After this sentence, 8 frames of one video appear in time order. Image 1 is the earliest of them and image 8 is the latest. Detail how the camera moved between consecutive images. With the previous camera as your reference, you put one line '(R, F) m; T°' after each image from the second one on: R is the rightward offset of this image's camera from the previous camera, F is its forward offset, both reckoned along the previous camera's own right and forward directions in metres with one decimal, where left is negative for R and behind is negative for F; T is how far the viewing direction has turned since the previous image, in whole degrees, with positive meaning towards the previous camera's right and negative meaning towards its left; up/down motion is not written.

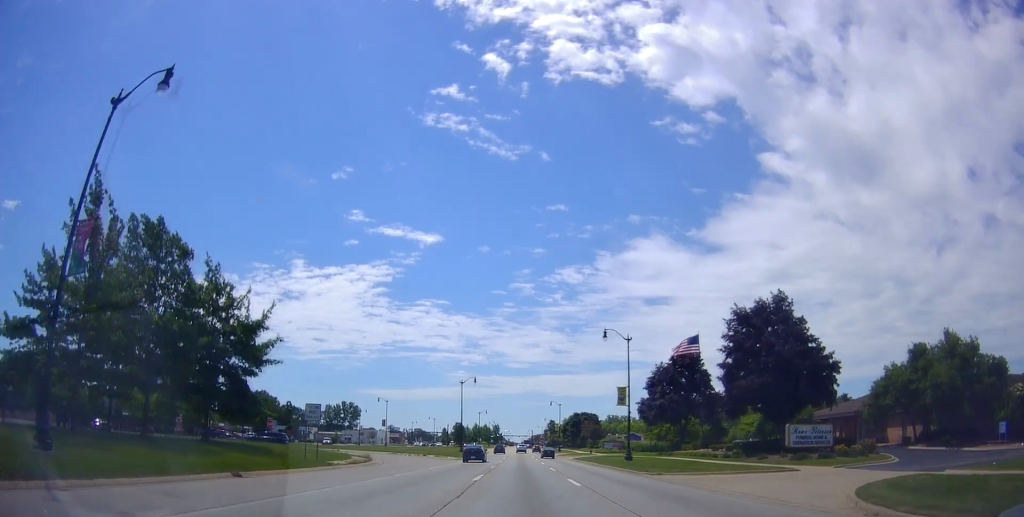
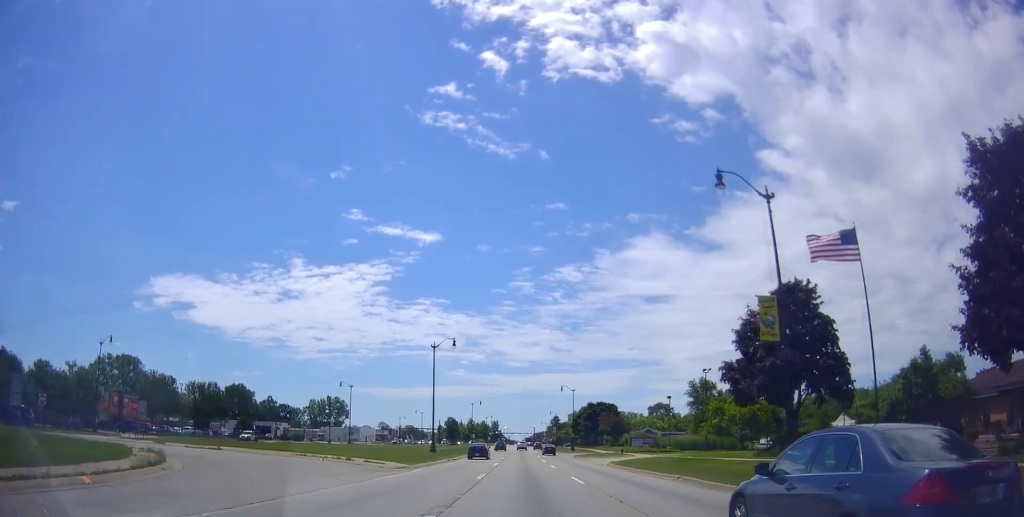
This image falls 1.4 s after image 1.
(-0.1, +29.0) m; -1°
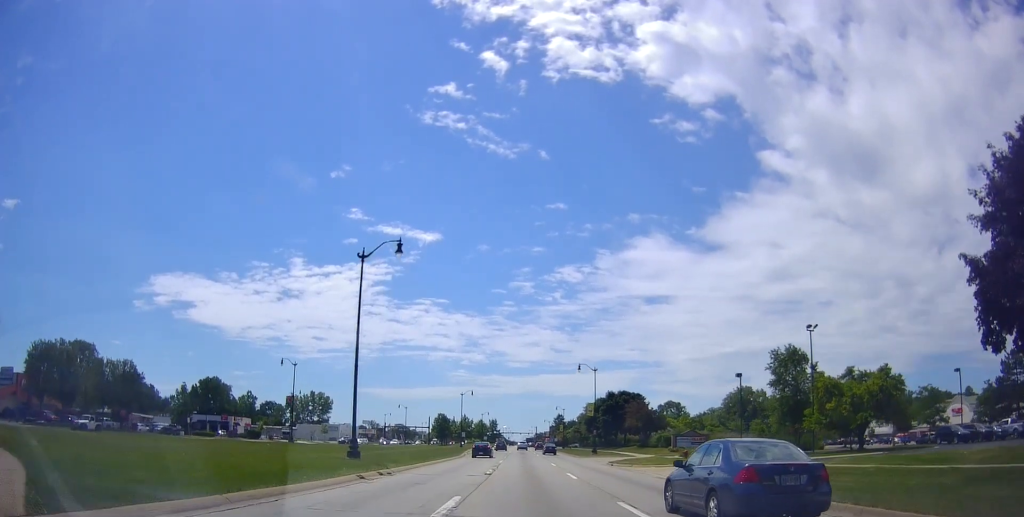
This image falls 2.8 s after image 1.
(0.0, +27.0) m; 0°
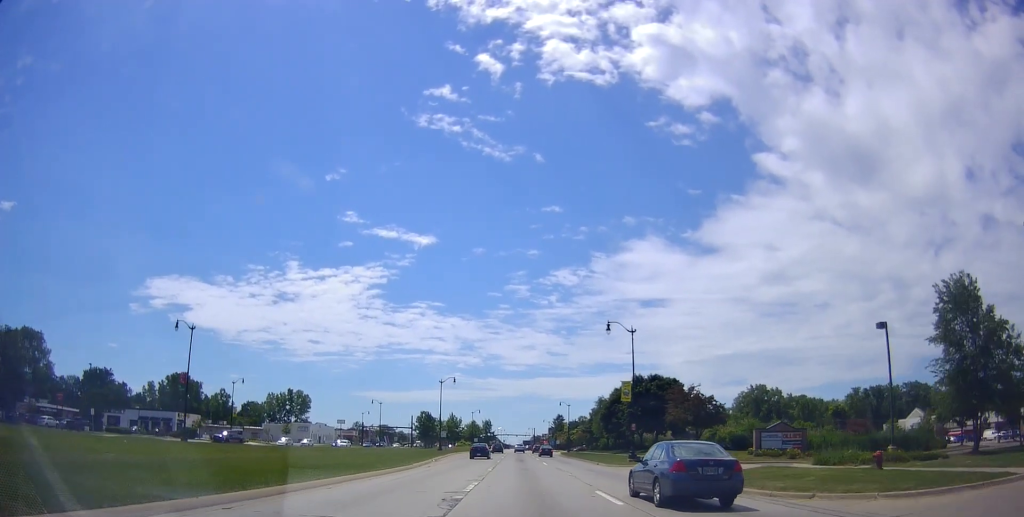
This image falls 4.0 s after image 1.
(-0.5, +25.8) m; 0°
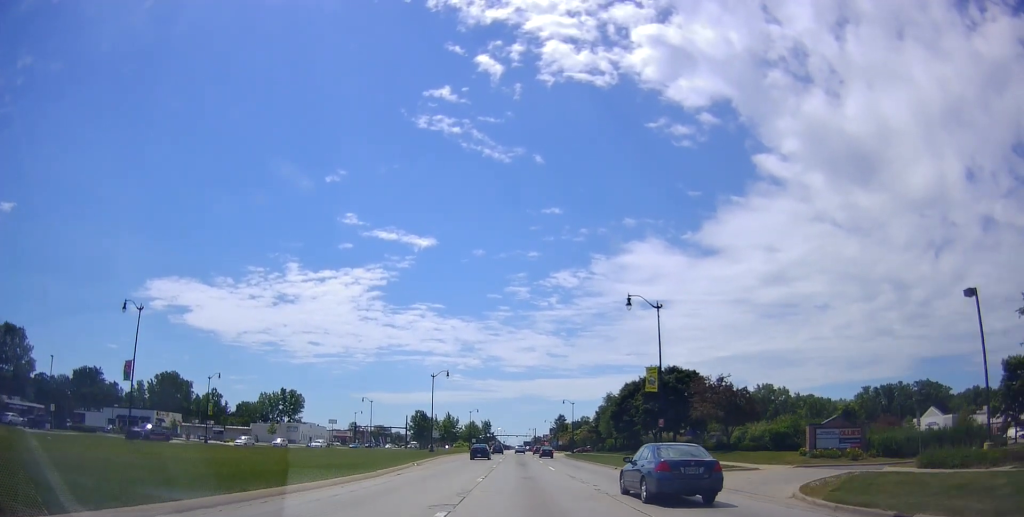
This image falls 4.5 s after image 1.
(+0.3, +8.9) m; 0°
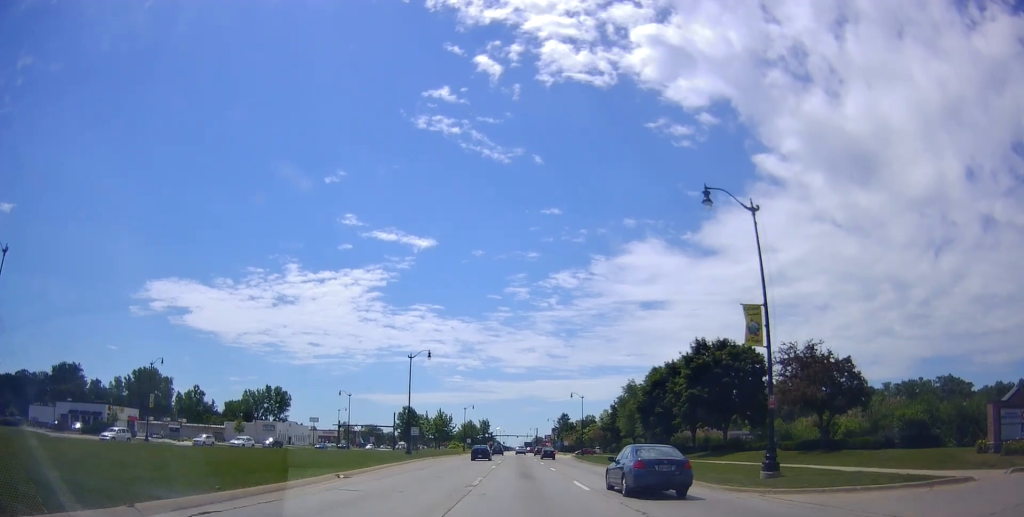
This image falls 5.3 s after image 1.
(+0.3, +17.2) m; +1°
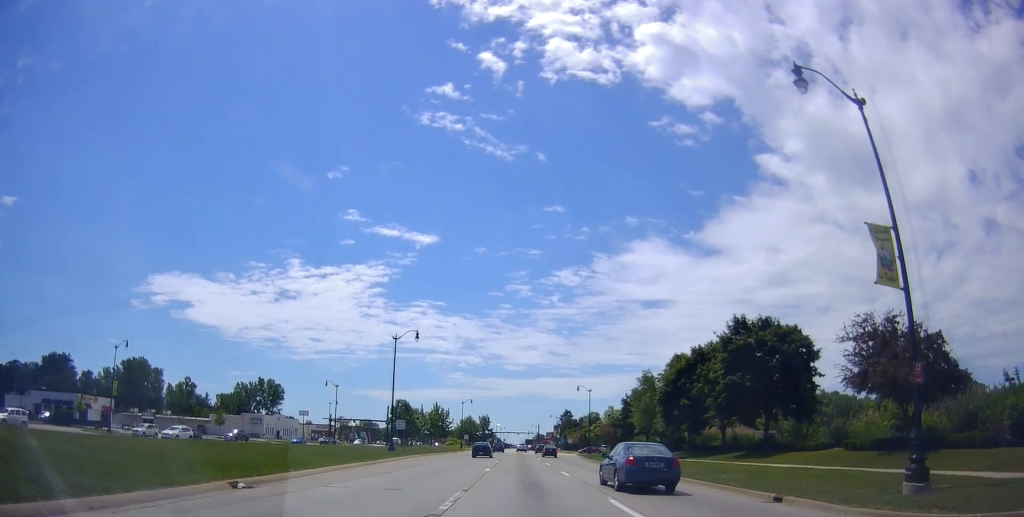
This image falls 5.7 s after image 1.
(-0.2, +8.9) m; 0°
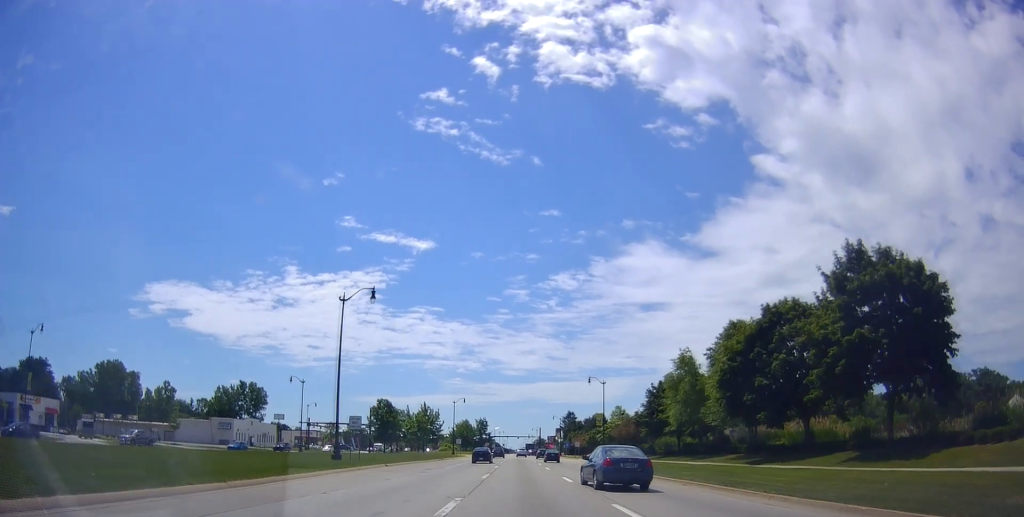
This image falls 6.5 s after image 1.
(0.0, +16.3) m; -1°
